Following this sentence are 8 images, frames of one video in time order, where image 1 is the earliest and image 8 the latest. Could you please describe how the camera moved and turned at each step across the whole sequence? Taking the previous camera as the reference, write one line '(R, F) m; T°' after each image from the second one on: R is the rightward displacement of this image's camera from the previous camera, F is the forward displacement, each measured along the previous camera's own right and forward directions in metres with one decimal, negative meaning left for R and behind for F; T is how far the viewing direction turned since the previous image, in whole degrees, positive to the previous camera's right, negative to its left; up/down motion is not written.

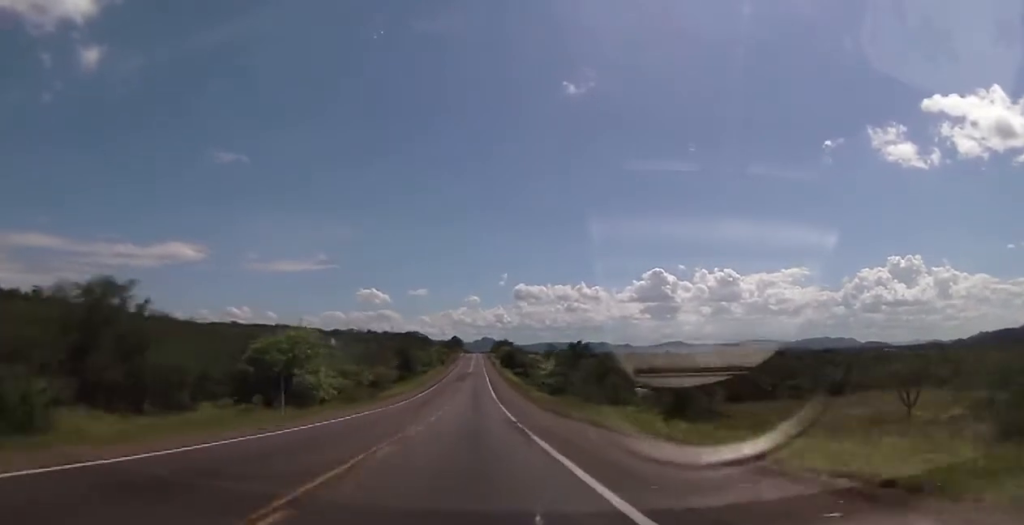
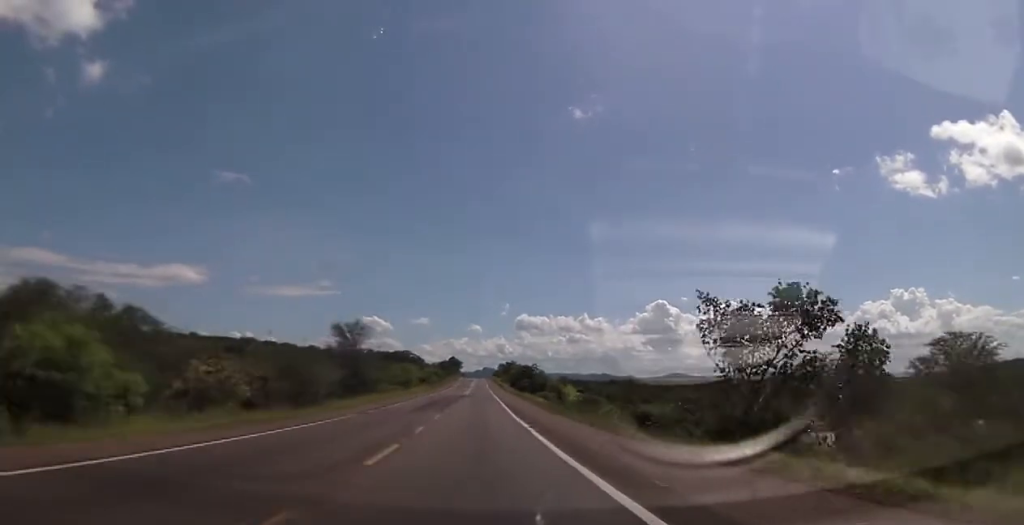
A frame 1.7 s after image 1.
(-0.6, +63.5) m; -1°
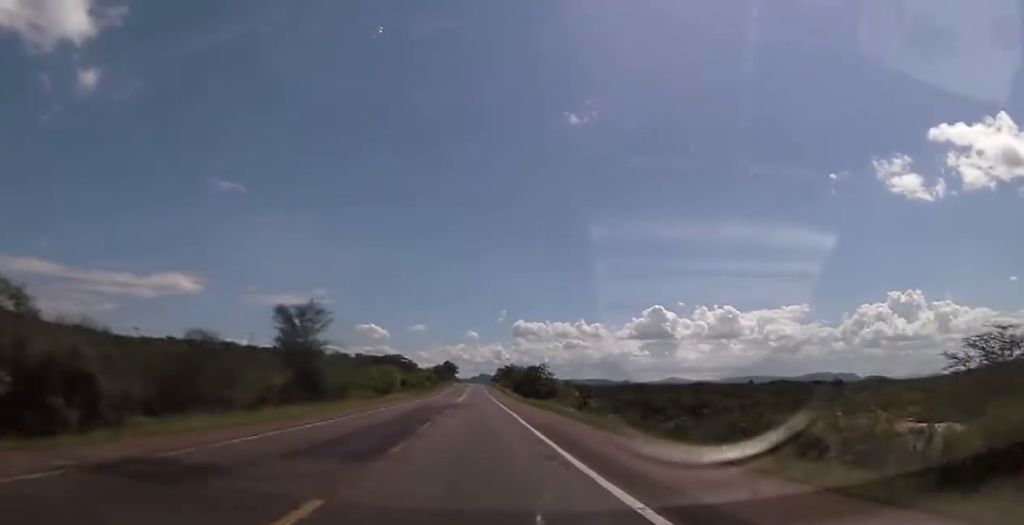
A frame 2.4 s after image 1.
(0.0, +23.4) m; 0°
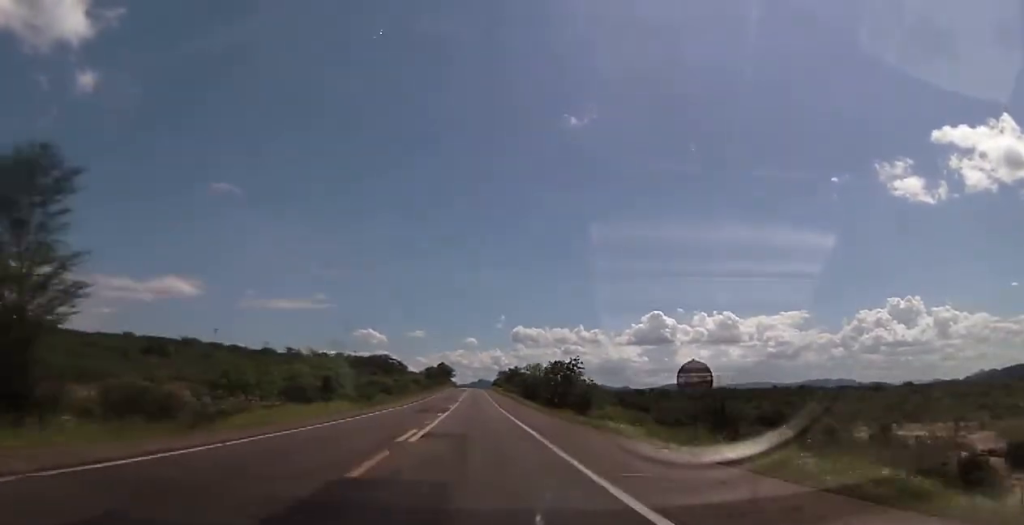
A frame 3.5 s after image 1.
(+0.1, +42.0) m; +1°
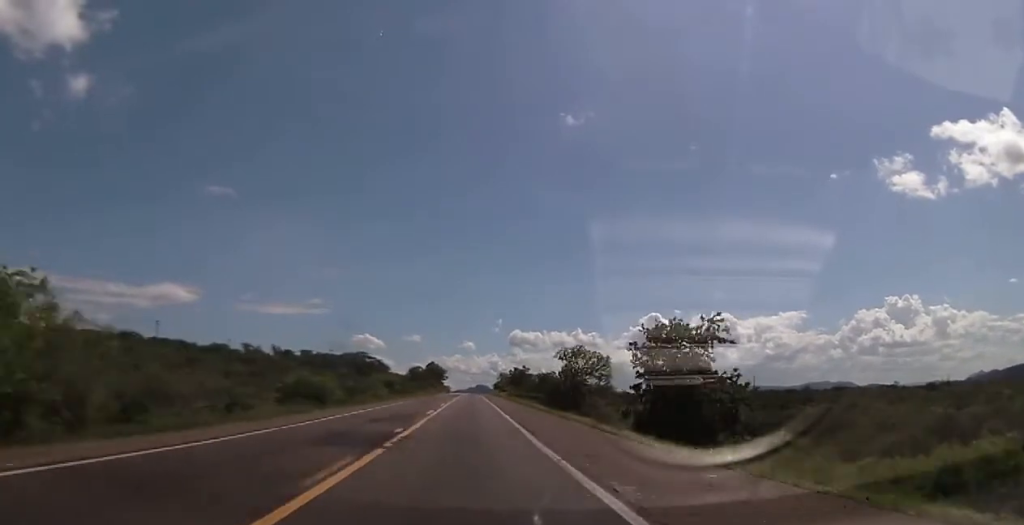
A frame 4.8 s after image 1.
(+0.3, +49.0) m; 0°
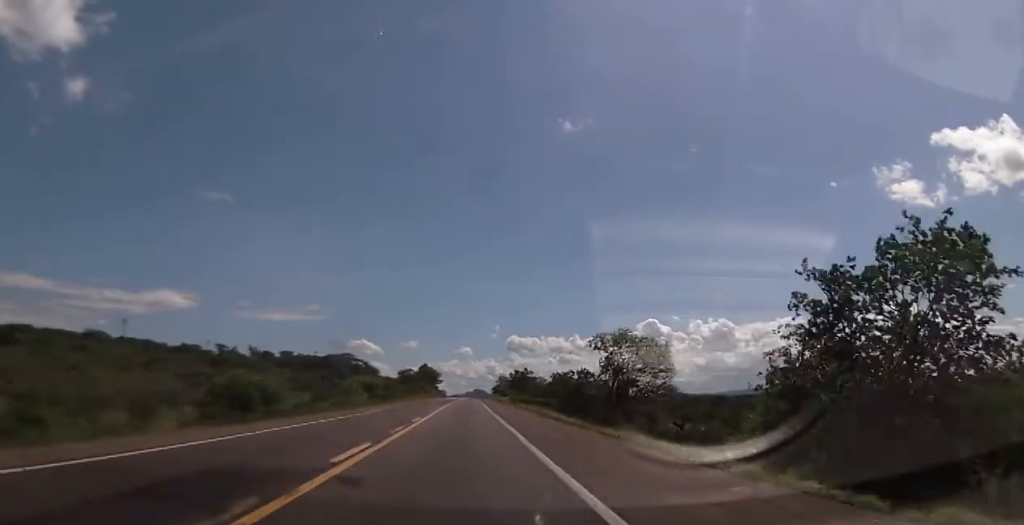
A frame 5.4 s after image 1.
(0.0, +20.7) m; 0°
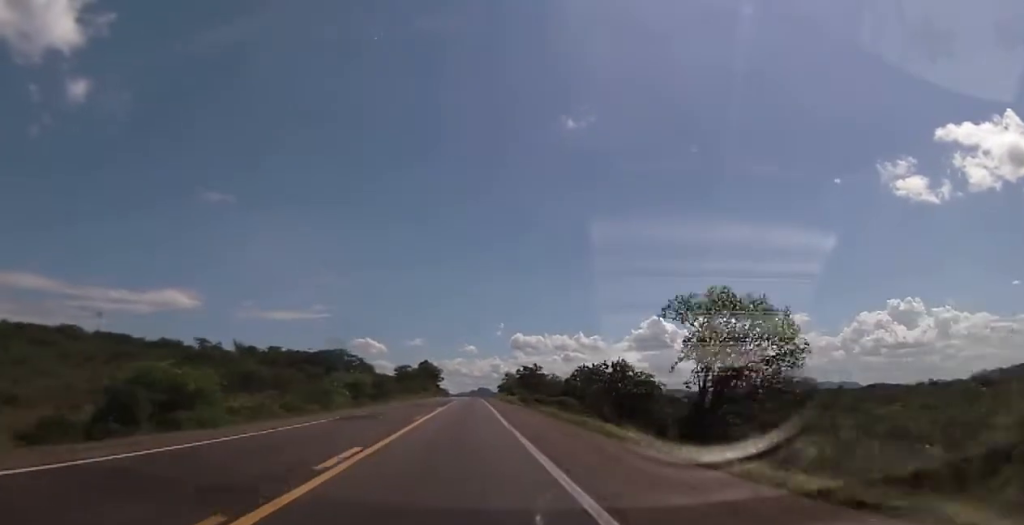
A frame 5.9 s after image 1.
(0.0, +16.9) m; 0°
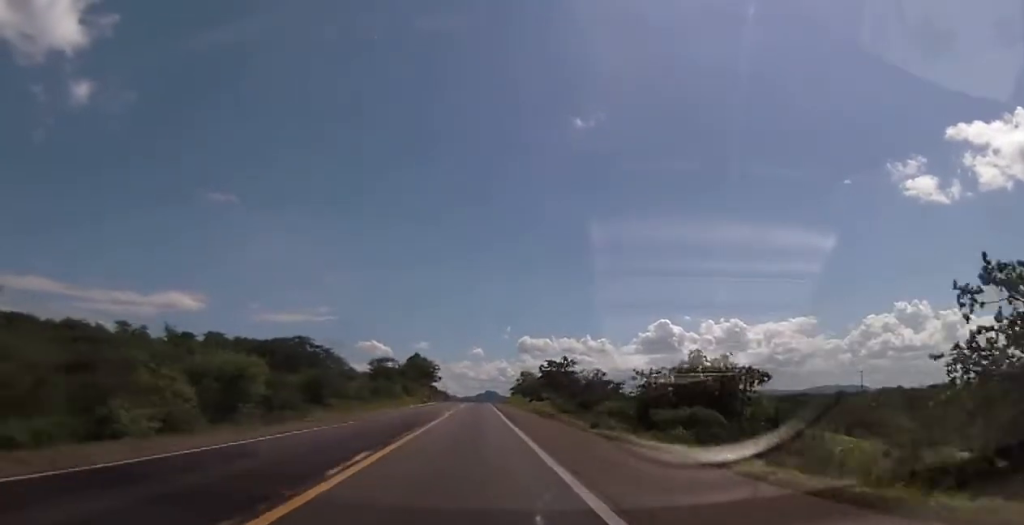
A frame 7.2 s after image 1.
(-0.1, +47.4) m; 0°
